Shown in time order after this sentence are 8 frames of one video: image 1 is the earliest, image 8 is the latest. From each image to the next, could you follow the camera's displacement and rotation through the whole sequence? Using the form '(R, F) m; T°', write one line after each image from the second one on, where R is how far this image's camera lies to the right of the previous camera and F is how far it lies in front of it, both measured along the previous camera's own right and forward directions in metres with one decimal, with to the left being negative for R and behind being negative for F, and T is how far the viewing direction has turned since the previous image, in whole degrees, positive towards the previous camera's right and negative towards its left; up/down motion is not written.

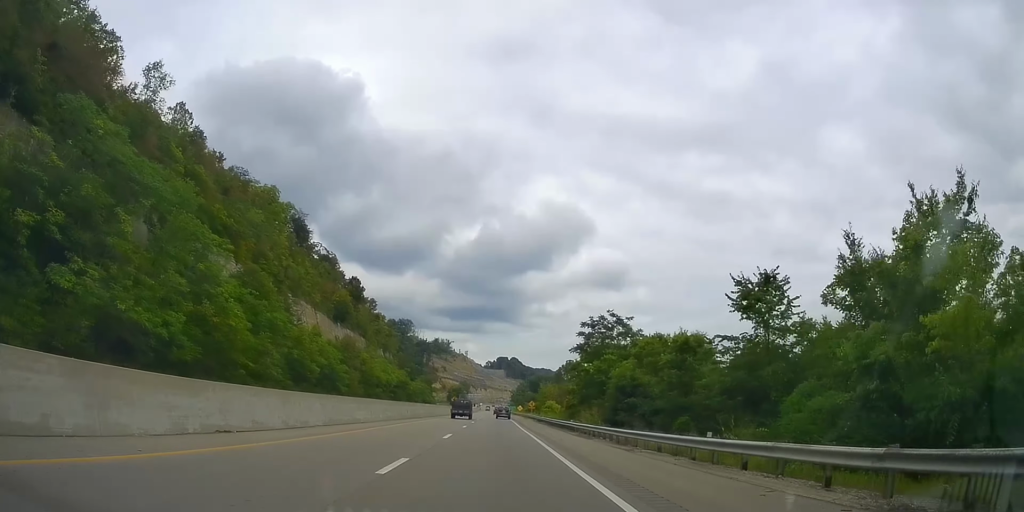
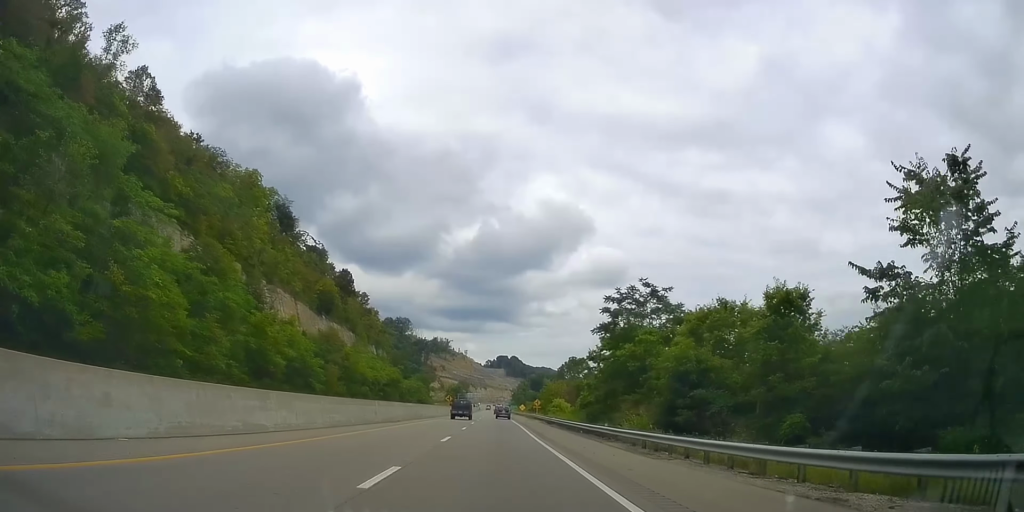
(+0.1, +14.0) m; -1°
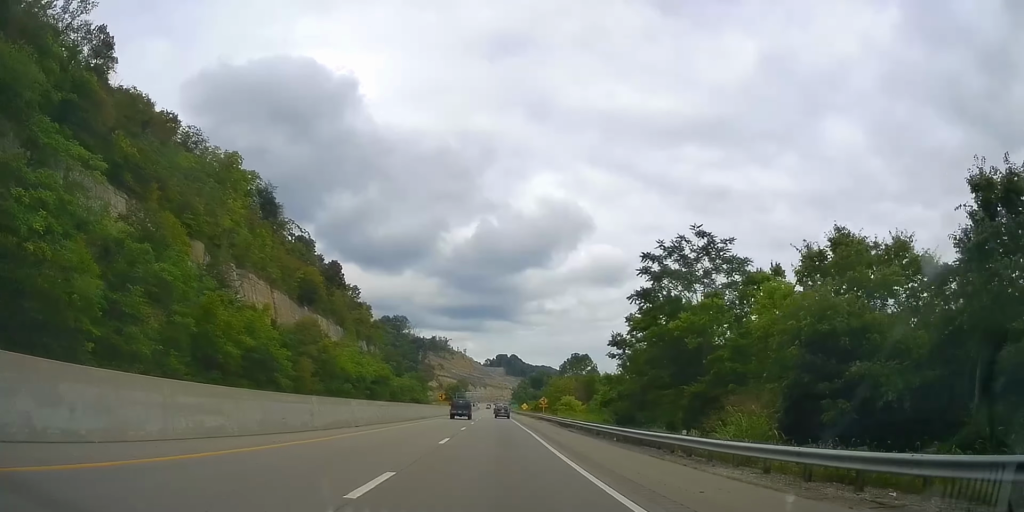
(-0.3, +13.2) m; 0°
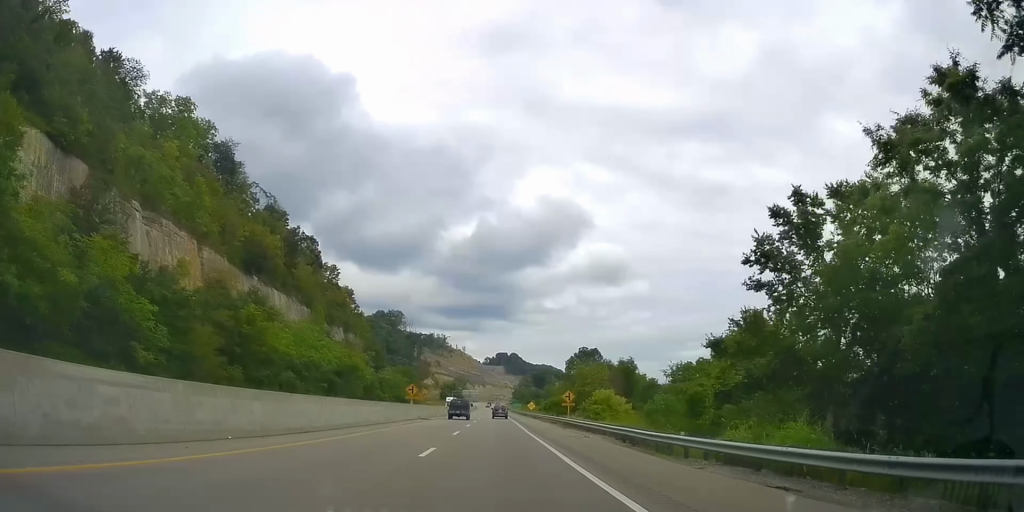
(+0.1, +29.5) m; +1°
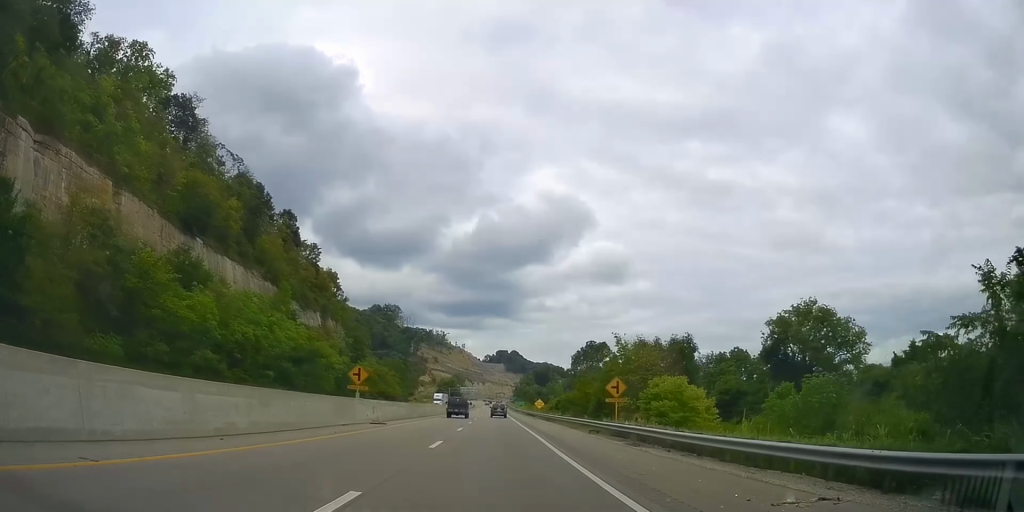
(+0.1, +22.1) m; 0°
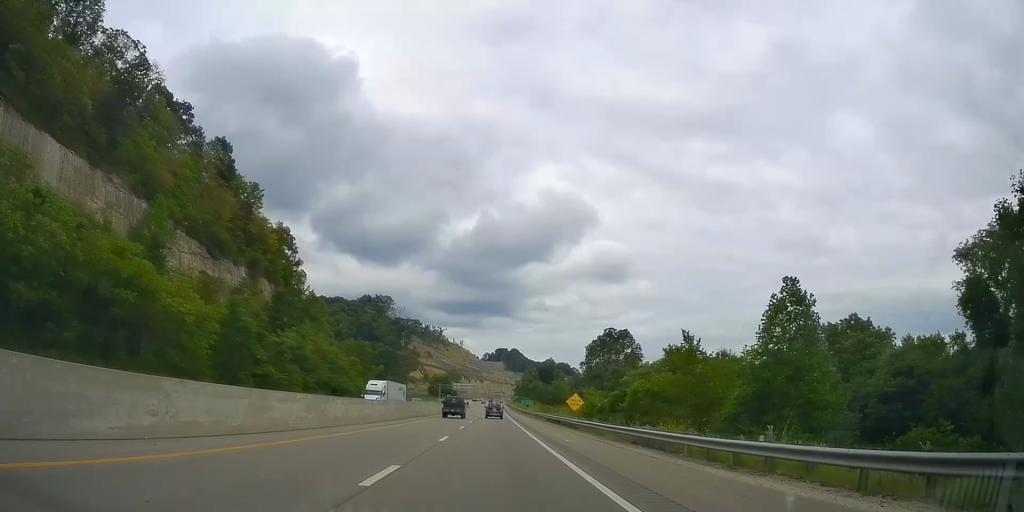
(-0.4, +44.9) m; 0°
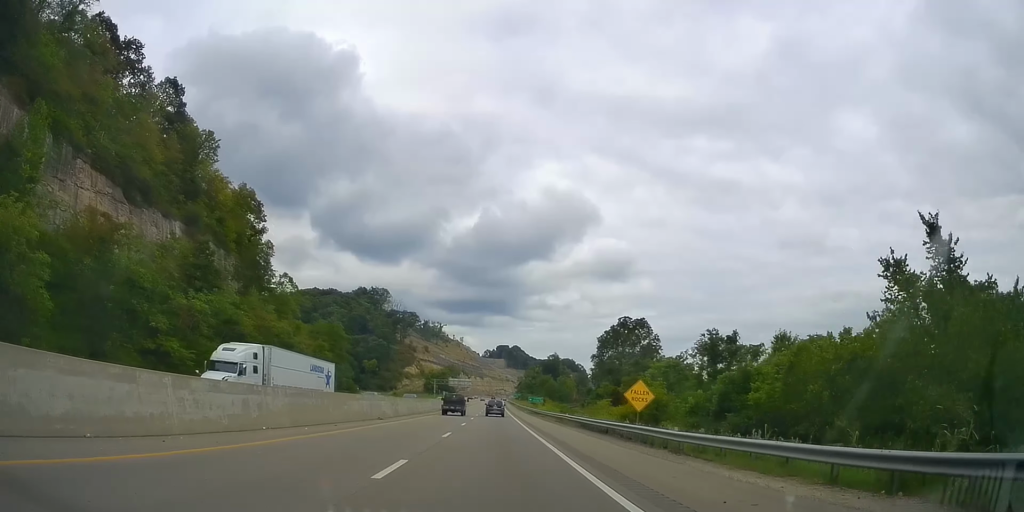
(+0.2, +23.4) m; 0°
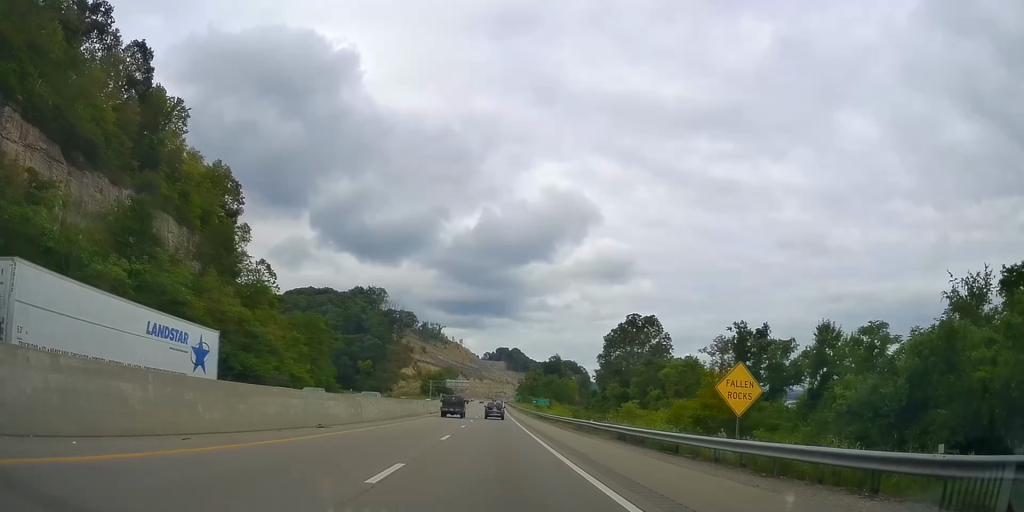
(0.0, +12.5) m; 0°
